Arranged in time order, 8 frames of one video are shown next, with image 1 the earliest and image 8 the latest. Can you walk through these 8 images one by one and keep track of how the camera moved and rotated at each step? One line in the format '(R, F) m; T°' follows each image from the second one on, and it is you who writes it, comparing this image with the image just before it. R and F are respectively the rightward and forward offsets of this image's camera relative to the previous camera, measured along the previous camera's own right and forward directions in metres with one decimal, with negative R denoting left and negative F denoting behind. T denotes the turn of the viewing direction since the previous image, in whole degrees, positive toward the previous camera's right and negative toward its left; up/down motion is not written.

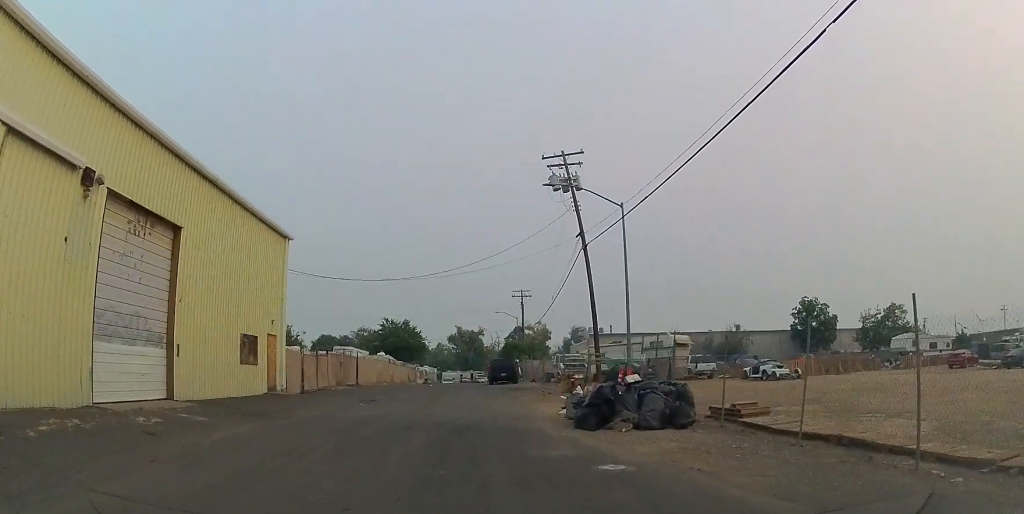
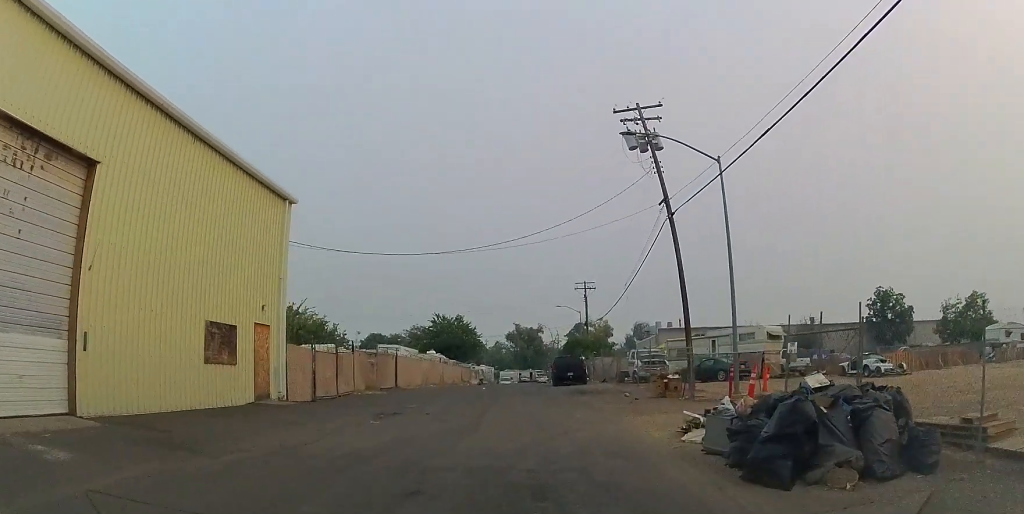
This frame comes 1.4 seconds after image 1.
(-0.1, +5.9) m; -2°
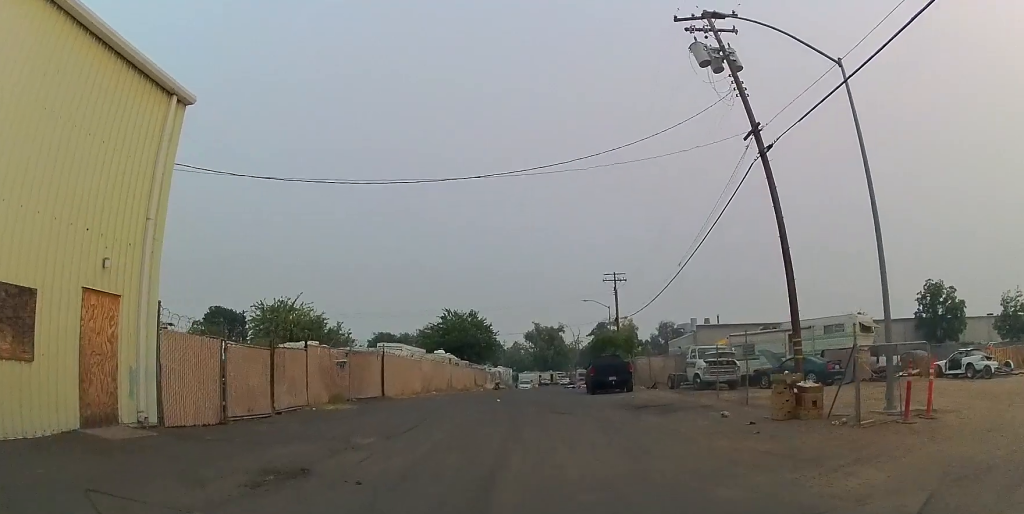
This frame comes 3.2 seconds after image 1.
(-0.7, +8.1) m; -4°
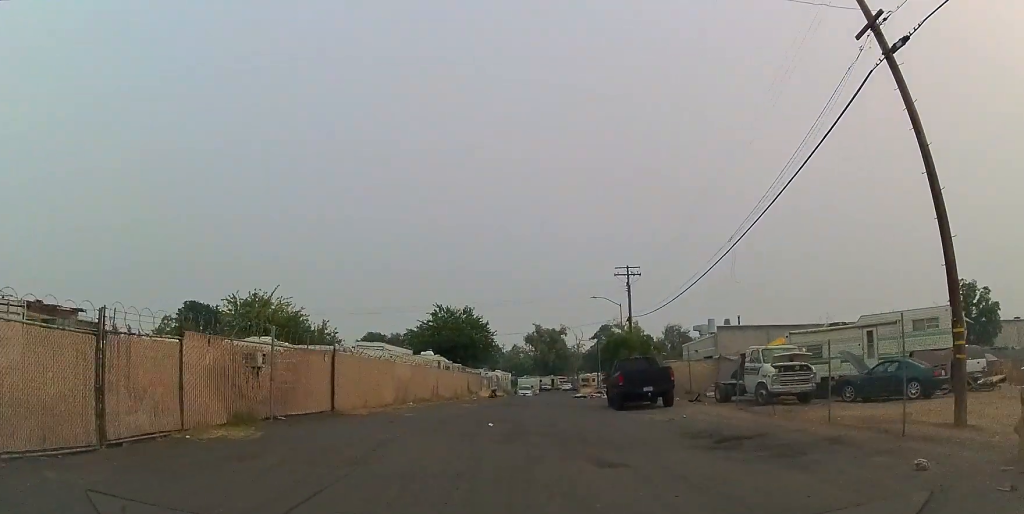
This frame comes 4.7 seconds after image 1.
(+0.2, +7.2) m; 0°
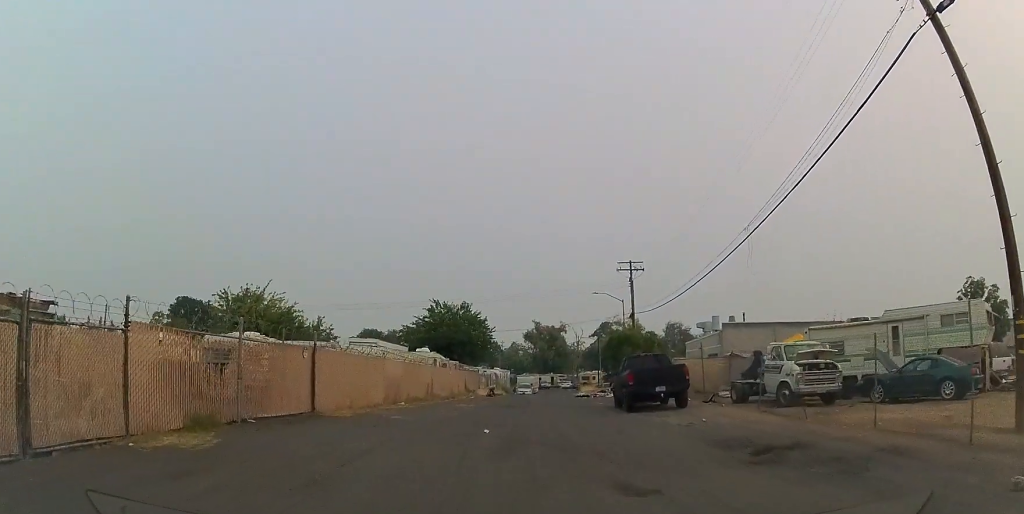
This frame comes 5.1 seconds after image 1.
(-0.2, +1.8) m; 0°
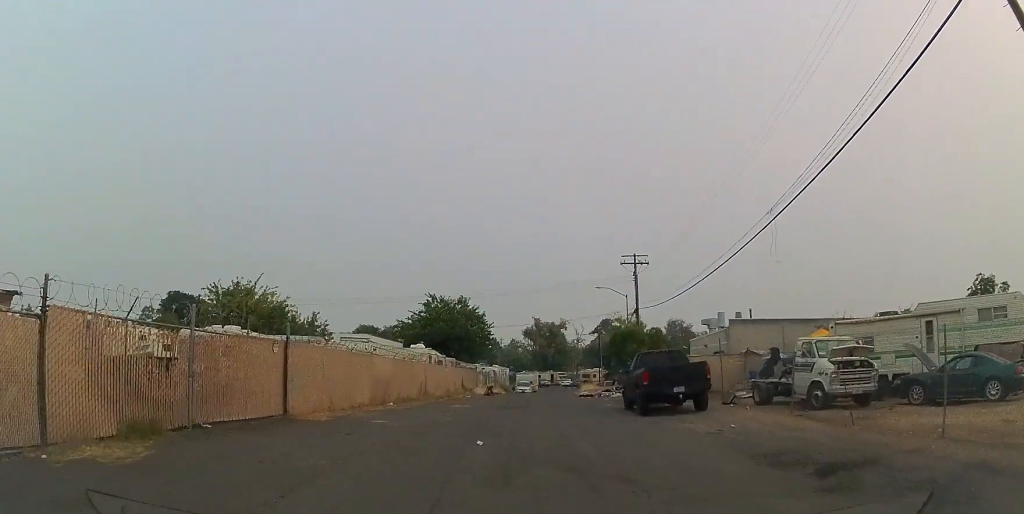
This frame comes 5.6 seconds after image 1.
(+0.2, +2.2) m; +2°
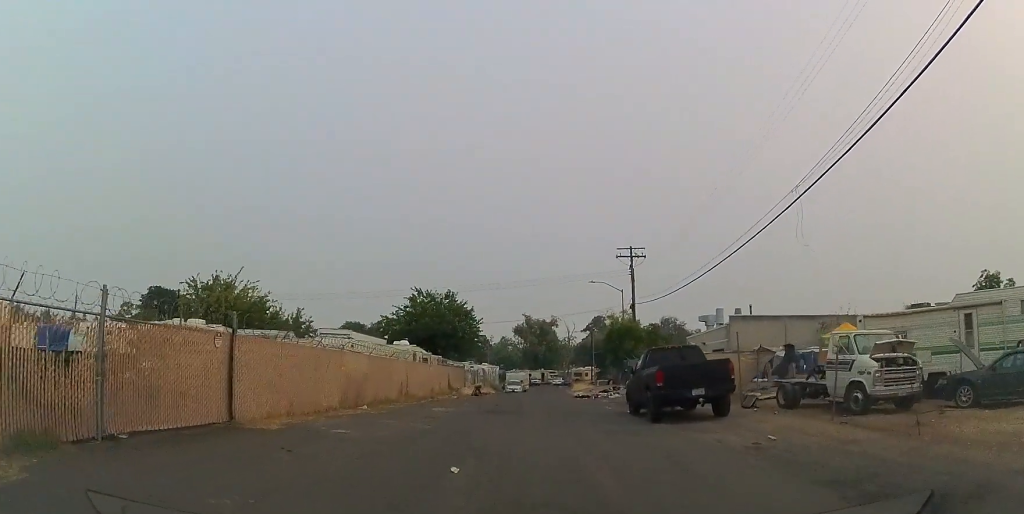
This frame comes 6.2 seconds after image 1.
(+0.1, +2.6) m; +3°
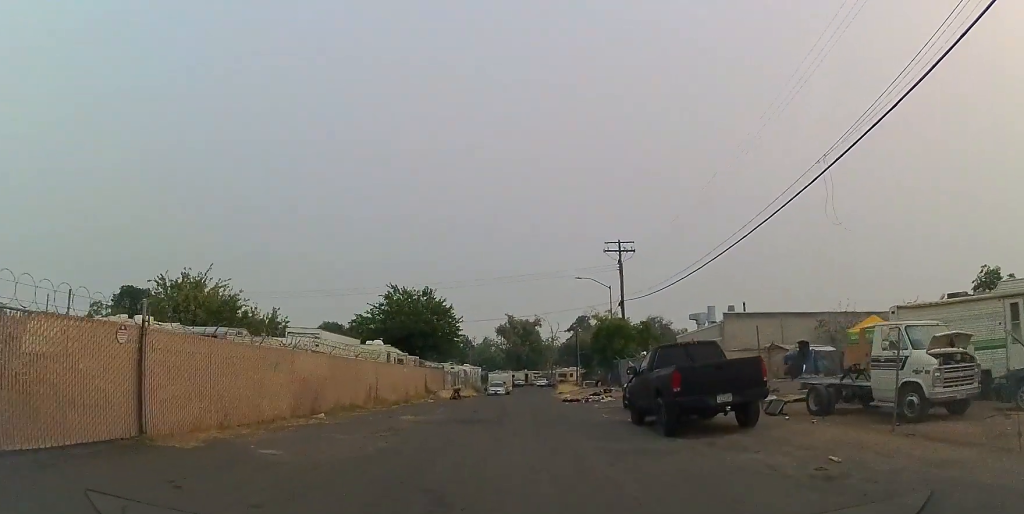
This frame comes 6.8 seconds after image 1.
(0.0, +2.8) m; 0°
